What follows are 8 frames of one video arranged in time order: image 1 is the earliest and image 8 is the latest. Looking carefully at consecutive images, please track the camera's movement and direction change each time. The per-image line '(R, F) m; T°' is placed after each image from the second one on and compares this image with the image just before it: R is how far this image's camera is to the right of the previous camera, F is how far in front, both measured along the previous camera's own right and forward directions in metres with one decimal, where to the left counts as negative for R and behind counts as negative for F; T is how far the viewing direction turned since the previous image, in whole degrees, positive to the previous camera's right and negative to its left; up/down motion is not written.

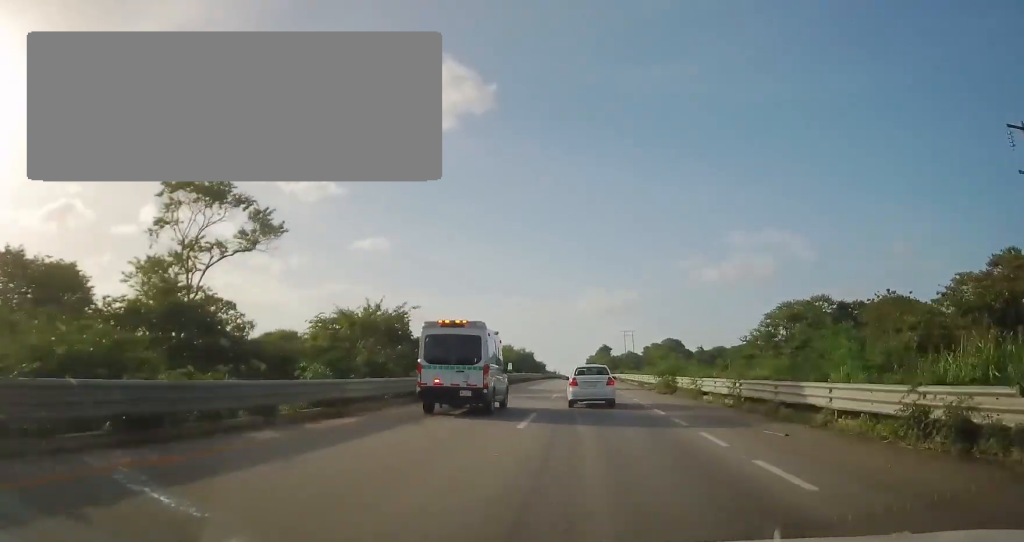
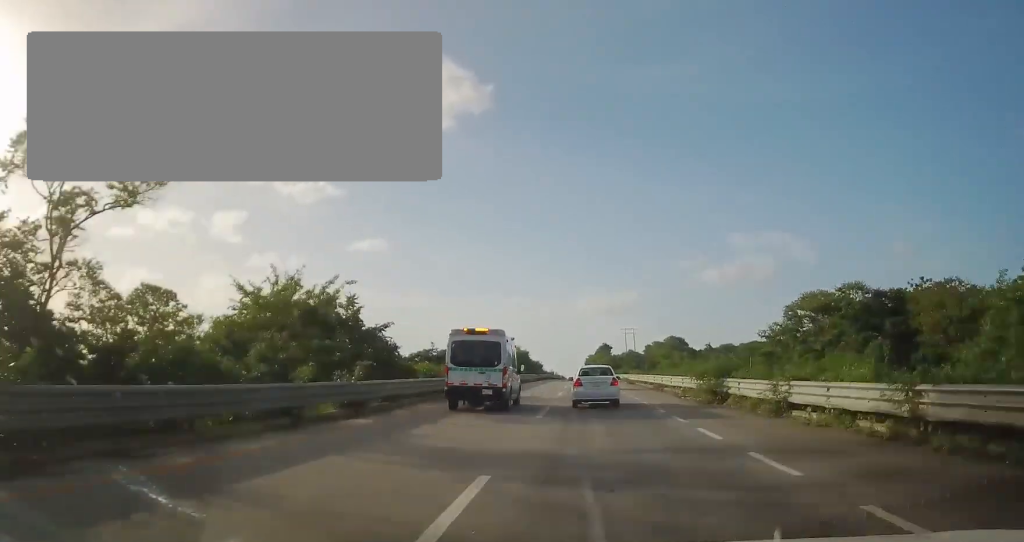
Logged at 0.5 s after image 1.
(0.0, +11.0) m; 0°
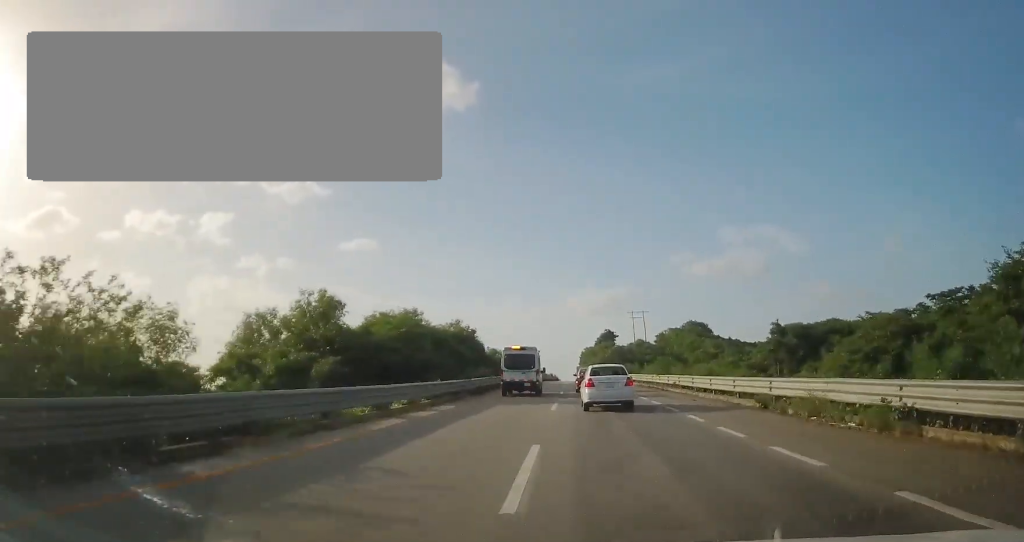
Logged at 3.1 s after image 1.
(+1.4, +56.0) m; +2°
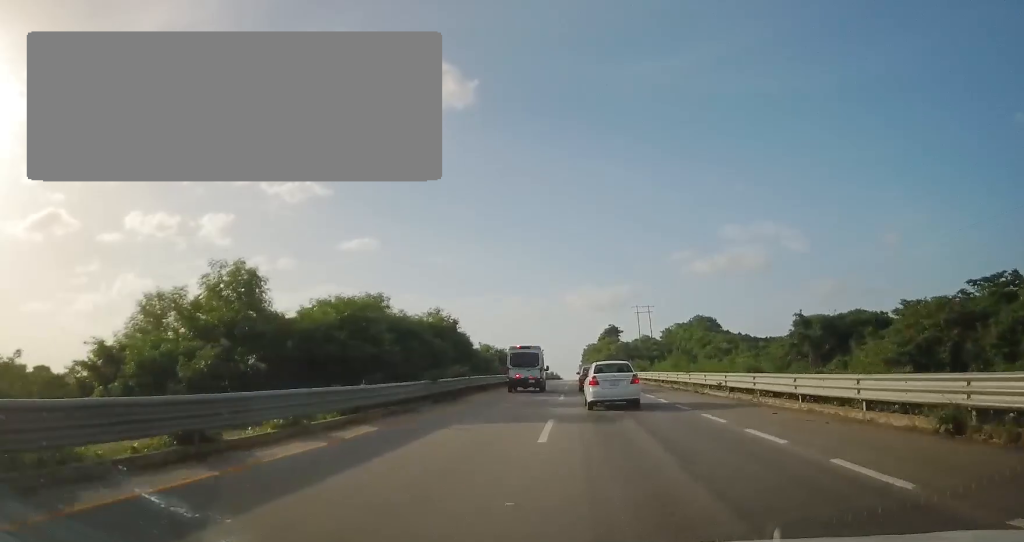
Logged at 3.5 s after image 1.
(0.0, +9.5) m; 0°
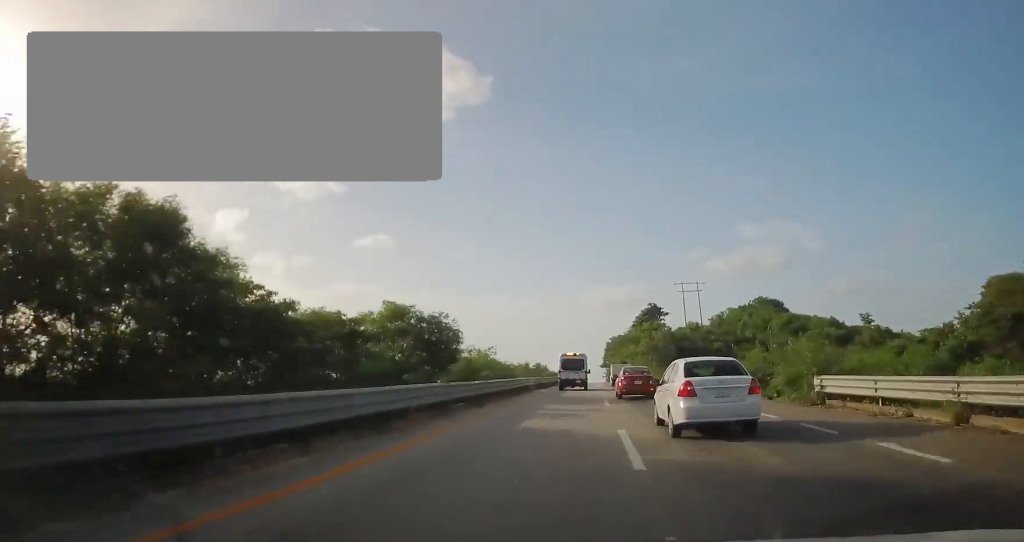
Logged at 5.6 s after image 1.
(-0.9, +46.0) m; -2°
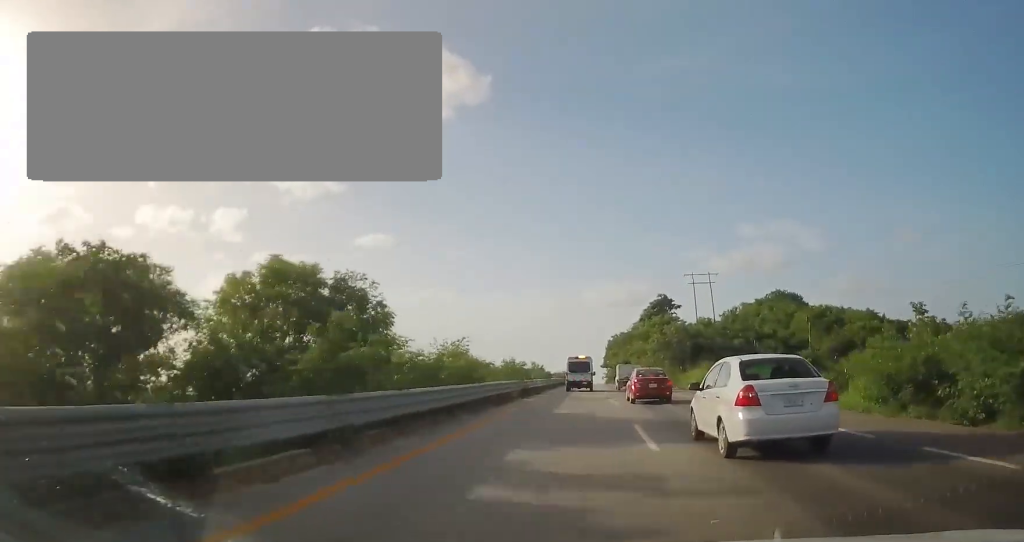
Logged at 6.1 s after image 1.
(+0.1, +13.1) m; 0°
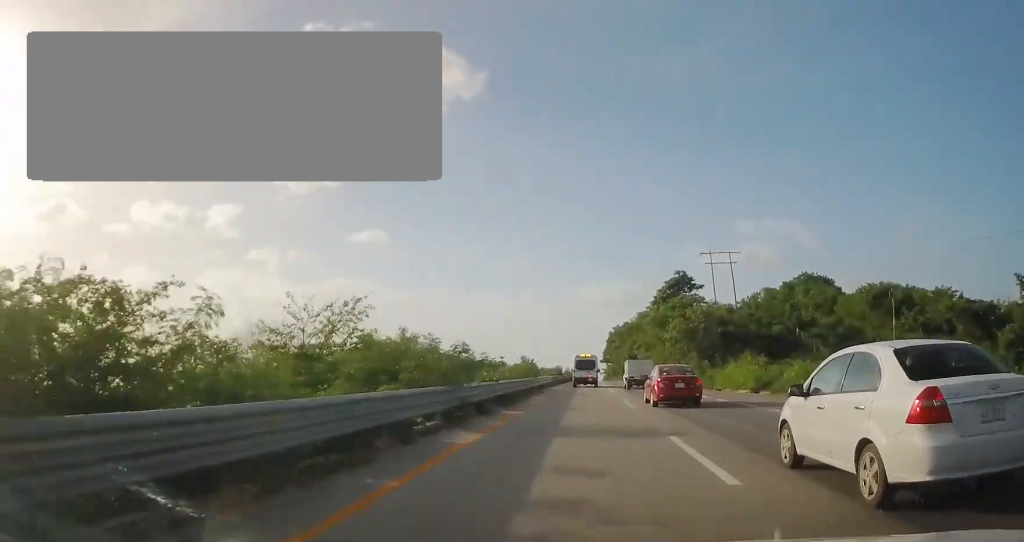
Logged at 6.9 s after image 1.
(-0.1, +18.5) m; 0°
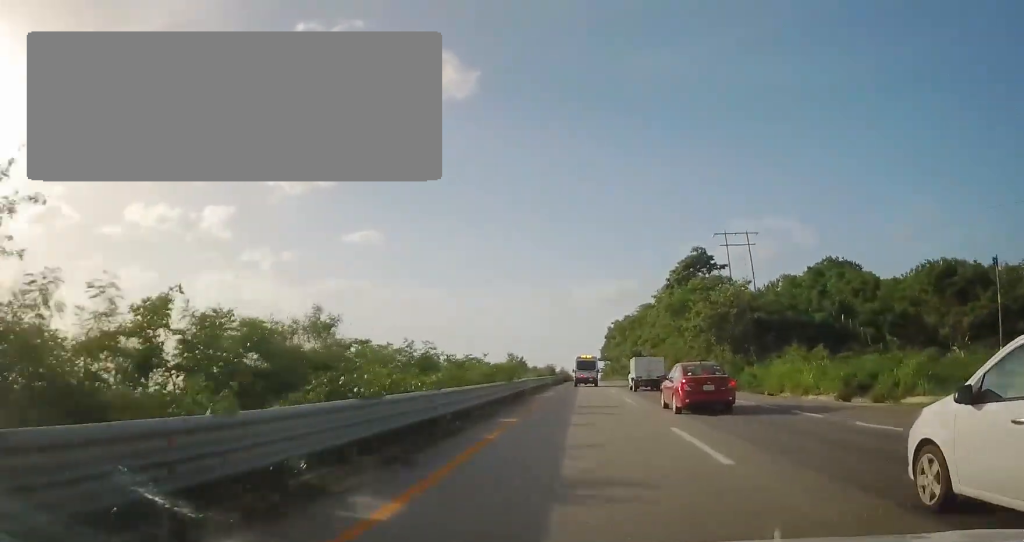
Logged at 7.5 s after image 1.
(0.0, +13.8) m; 0°
